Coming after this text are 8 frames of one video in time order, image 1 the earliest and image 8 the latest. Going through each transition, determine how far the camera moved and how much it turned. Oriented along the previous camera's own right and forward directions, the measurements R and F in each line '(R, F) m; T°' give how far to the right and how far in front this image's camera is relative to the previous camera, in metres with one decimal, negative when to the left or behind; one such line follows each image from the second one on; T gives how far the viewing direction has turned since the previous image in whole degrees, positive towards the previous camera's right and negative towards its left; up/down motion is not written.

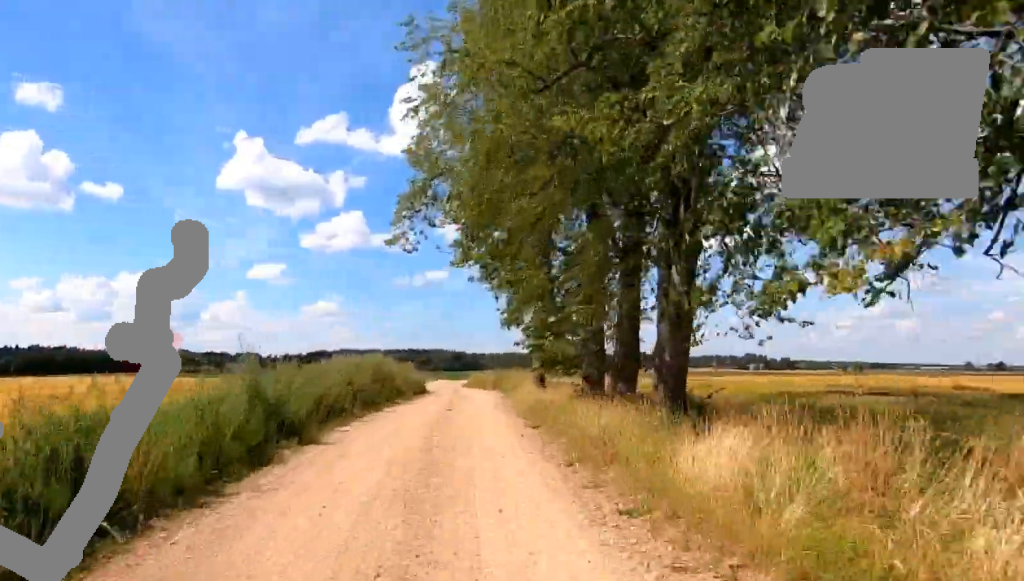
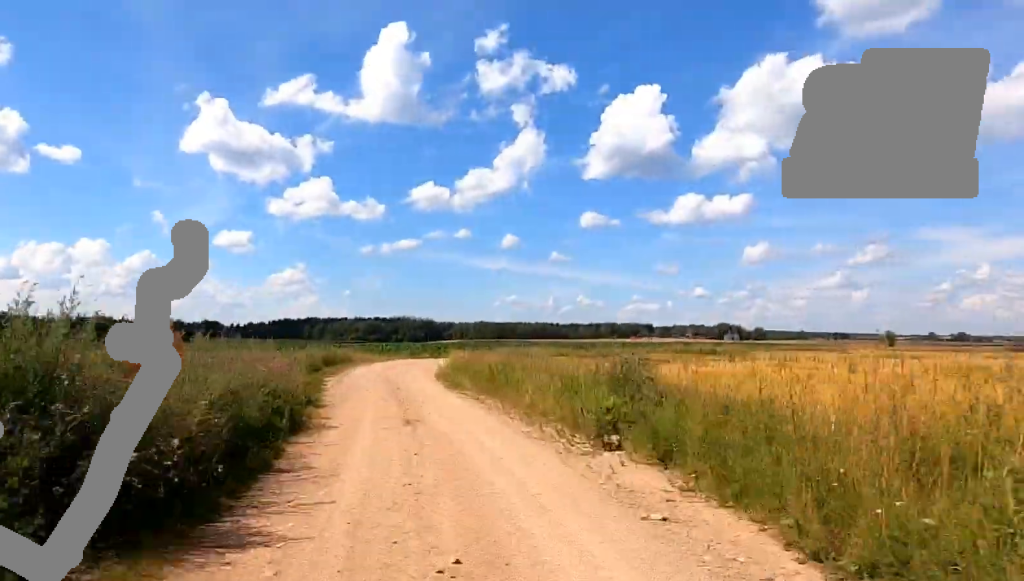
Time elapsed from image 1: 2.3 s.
(+1.7, +31.2) m; +18°
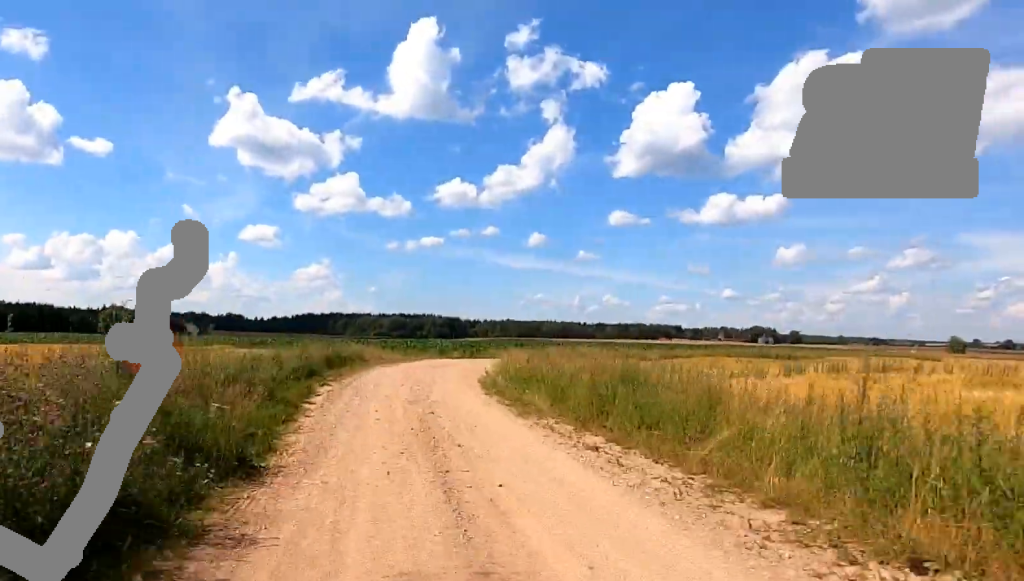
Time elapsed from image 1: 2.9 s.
(+0.5, +7.5) m; +8°
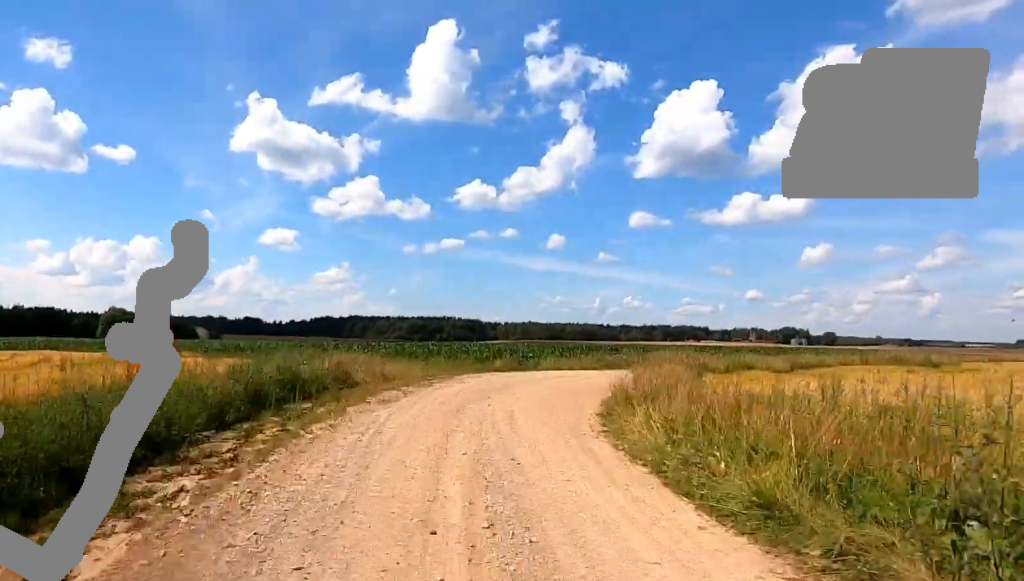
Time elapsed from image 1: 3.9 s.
(+1.6, +12.9) m; +9°
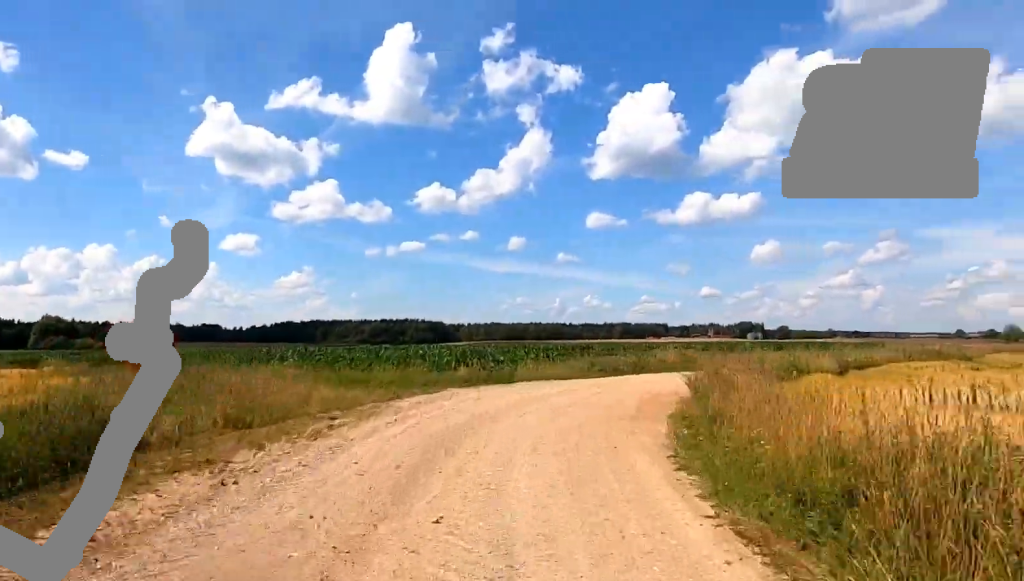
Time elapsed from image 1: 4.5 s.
(0.0, +8.7) m; +4°
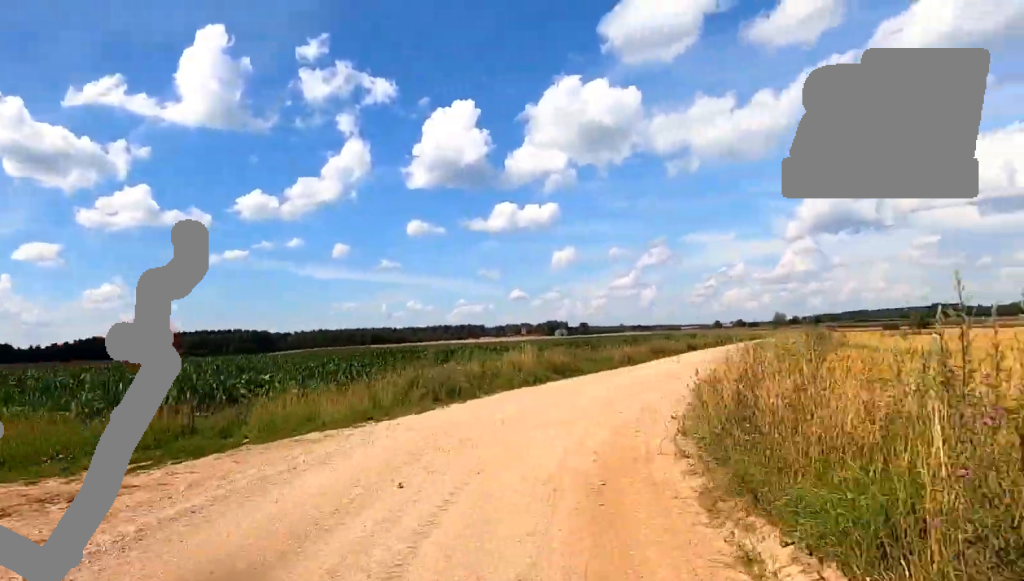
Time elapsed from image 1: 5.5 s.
(+1.1, +13.9) m; +8°
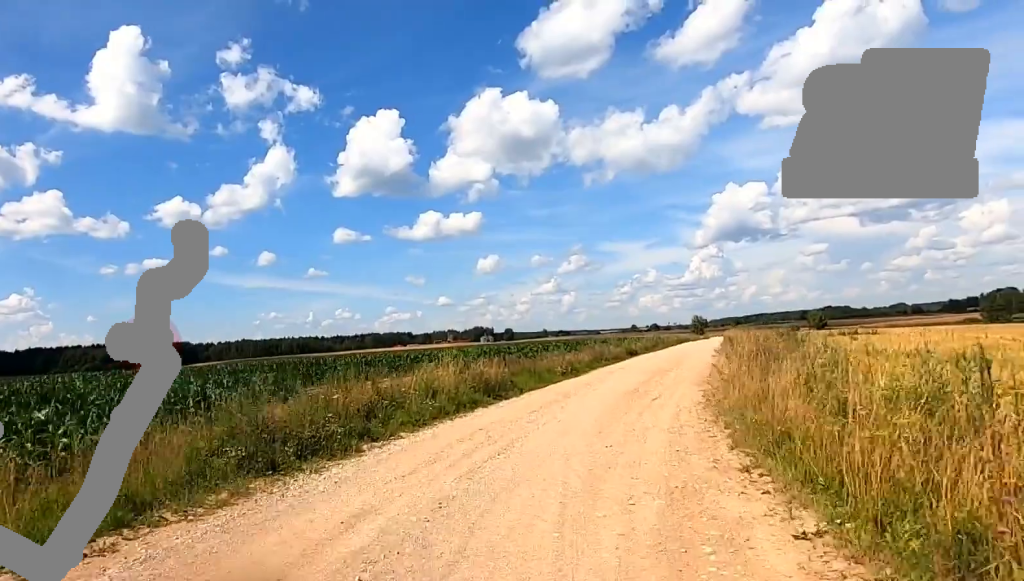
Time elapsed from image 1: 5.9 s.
(+0.2, +7.0) m; +3°
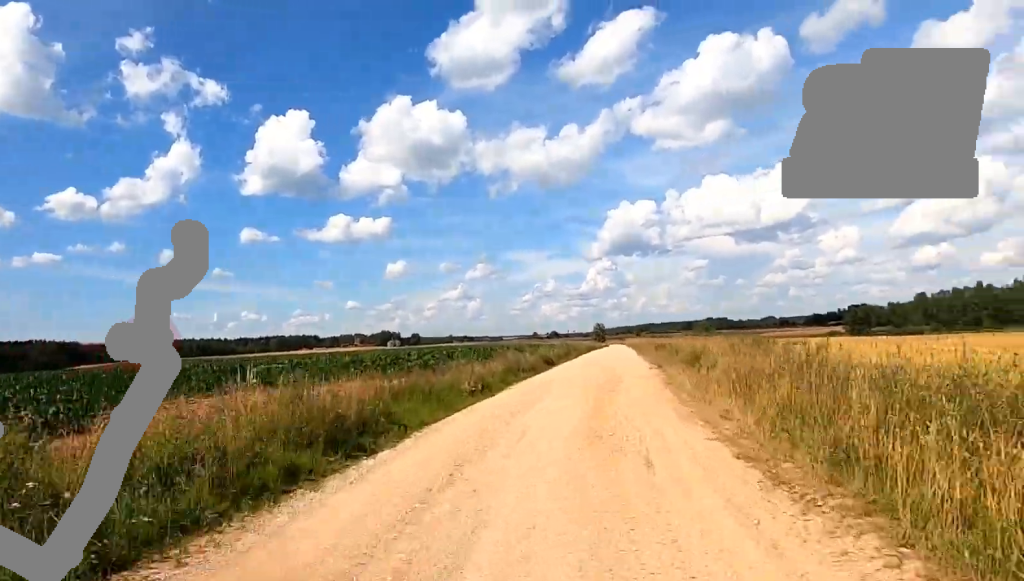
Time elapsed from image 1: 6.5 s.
(+0.3, +8.3) m; +1°
